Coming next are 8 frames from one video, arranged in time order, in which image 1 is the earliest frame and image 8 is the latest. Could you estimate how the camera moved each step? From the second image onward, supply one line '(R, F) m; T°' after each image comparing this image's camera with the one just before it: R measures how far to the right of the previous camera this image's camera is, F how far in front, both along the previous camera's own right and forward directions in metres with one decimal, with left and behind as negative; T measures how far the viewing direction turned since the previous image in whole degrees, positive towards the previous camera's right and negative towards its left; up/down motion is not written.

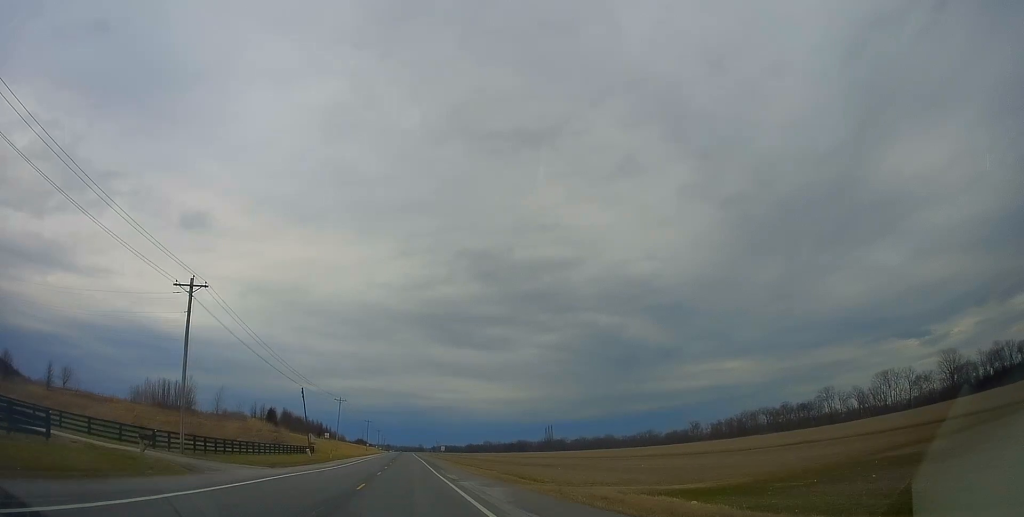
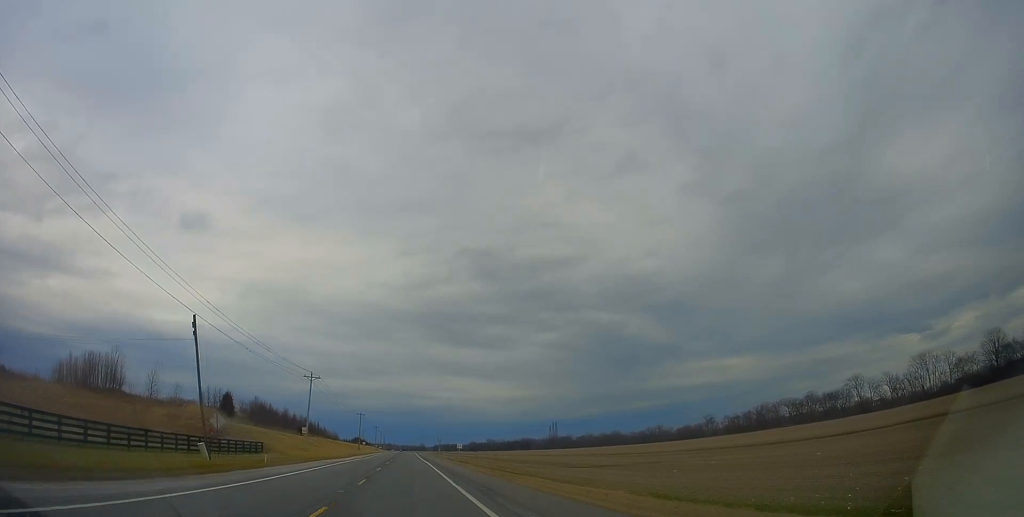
(-0.2, +33.6) m; 0°
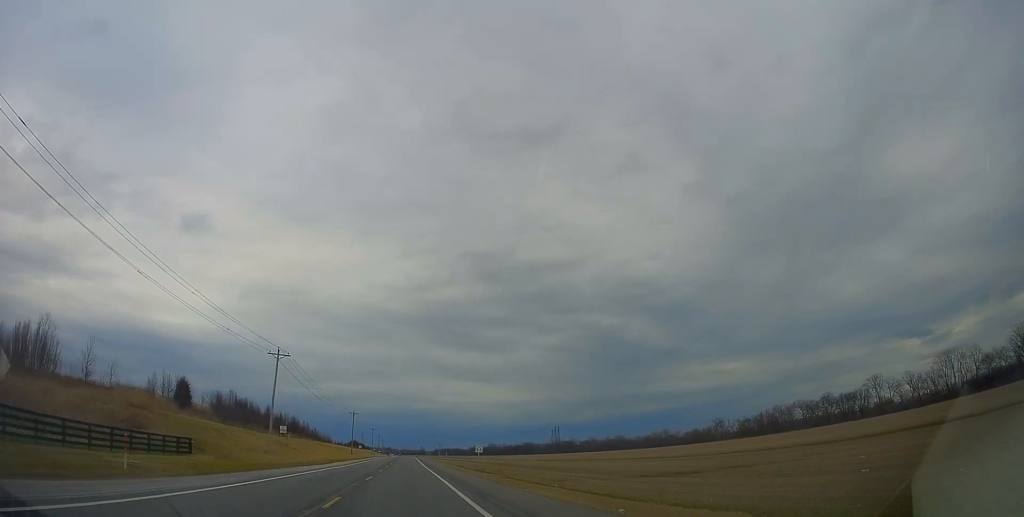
(0.0, +20.4) m; 0°
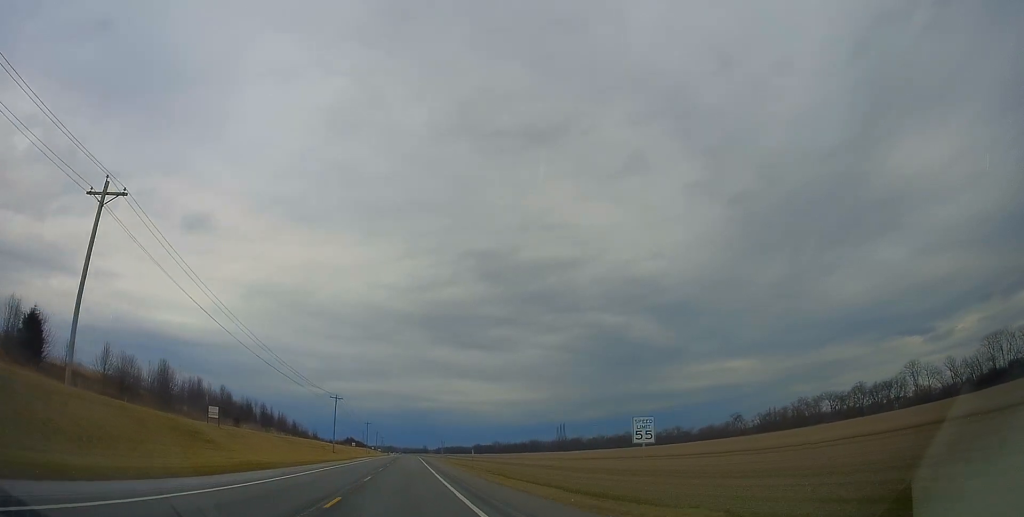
(+0.3, +36.7) m; 0°
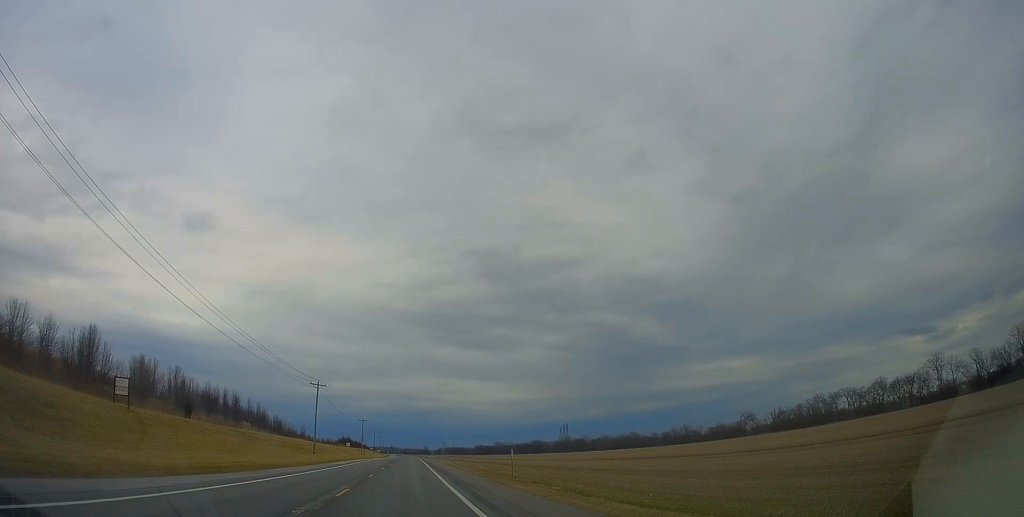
(0.0, +21.7) m; 0°
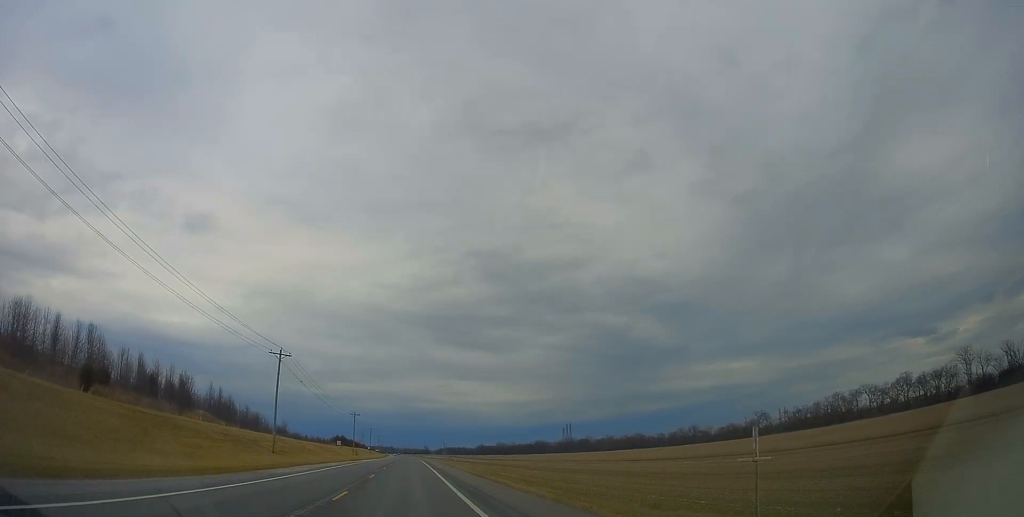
(+0.2, +25.4) m; 0°
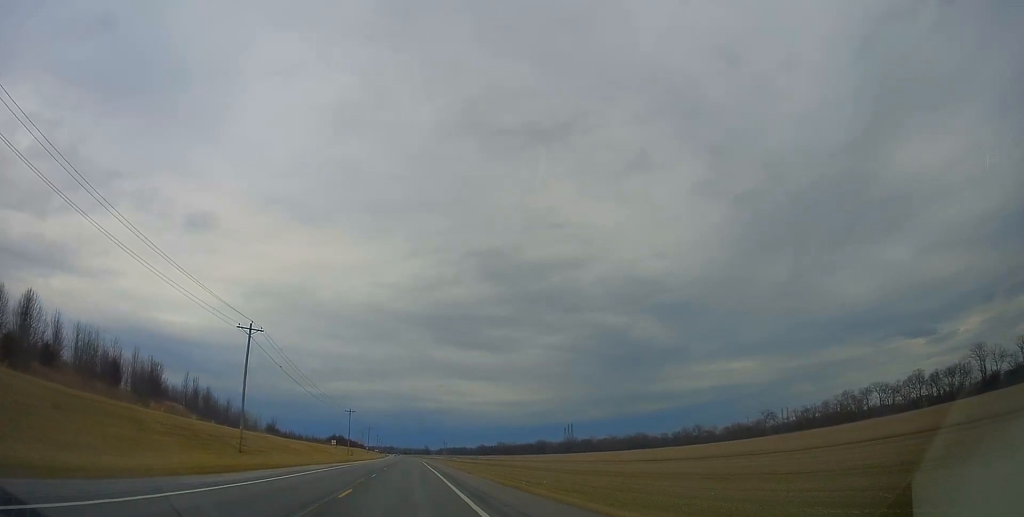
(+0.2, +11.8) m; 0°
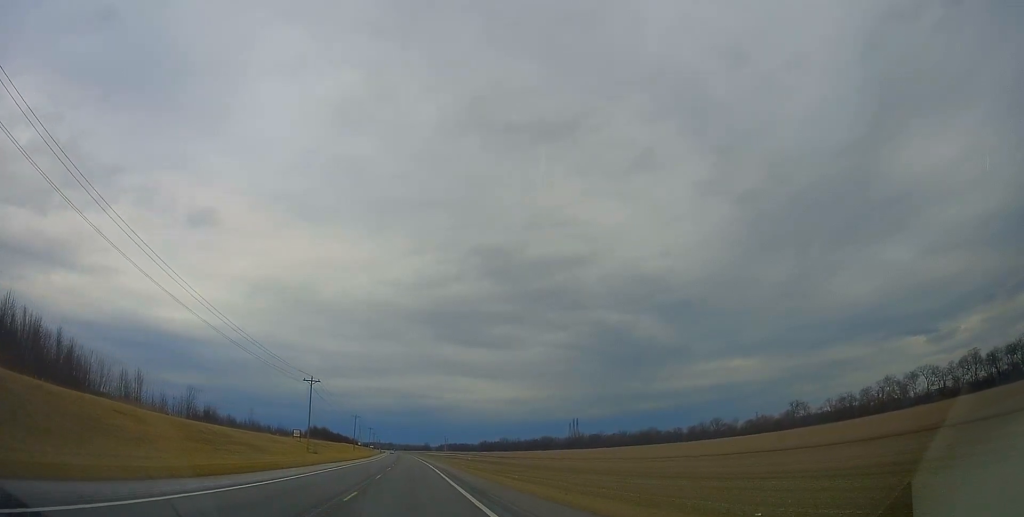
(-0.6, +51.6) m; -1°
